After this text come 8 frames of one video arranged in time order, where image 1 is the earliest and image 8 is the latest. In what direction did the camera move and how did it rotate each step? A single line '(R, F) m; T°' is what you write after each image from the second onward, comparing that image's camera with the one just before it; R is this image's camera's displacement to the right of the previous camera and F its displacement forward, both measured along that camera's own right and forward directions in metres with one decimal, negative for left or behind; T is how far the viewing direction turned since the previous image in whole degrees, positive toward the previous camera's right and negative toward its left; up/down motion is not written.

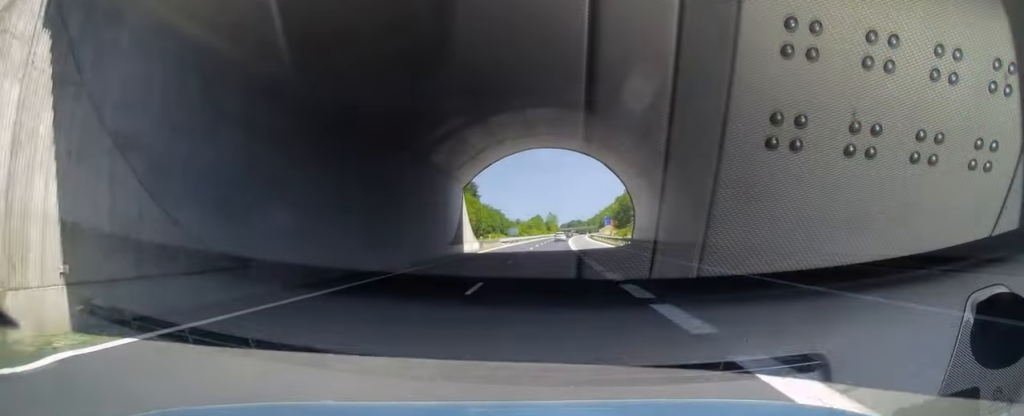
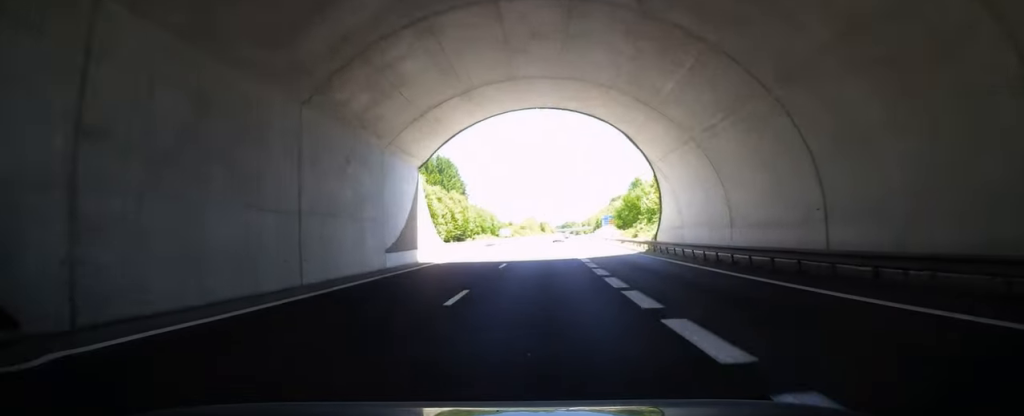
(-0.1, +14.8) m; +1°
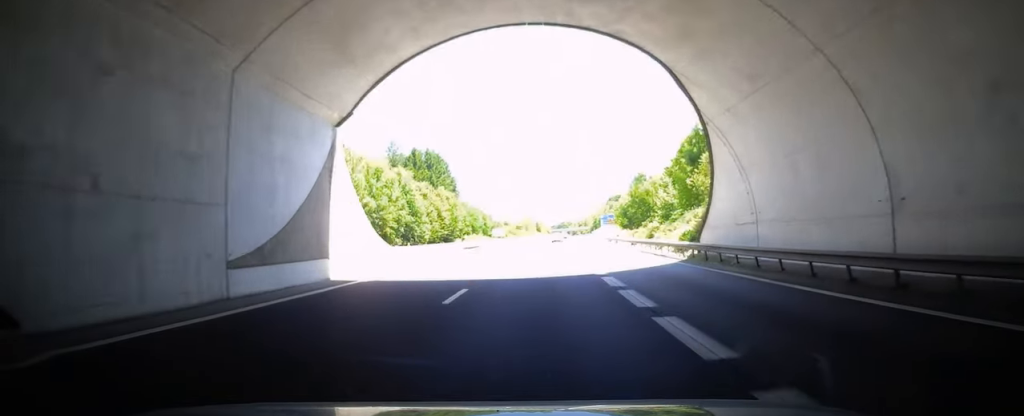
(+0.3, +12.8) m; 0°
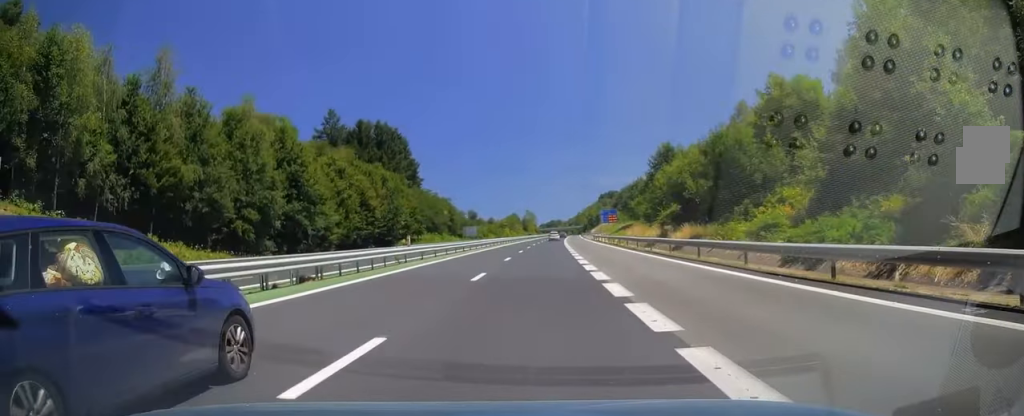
(+0.3, +46.0) m; +2°
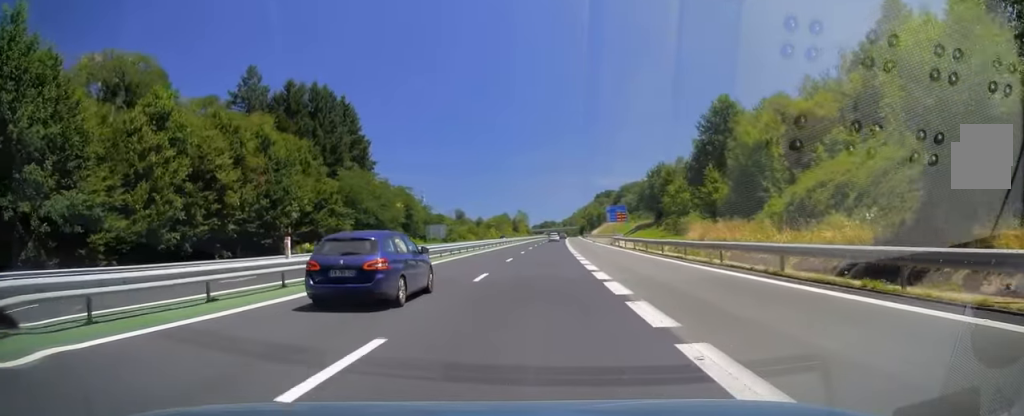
(+1.1, +38.9) m; +2°
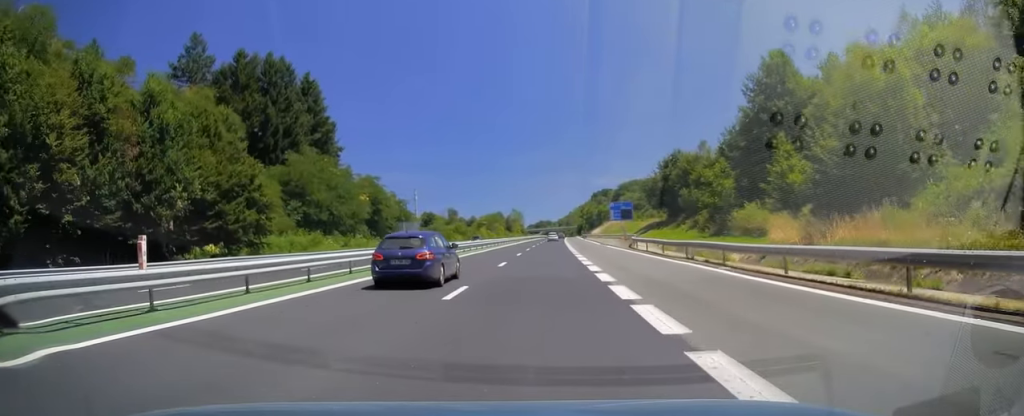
(0.0, +18.2) m; 0°
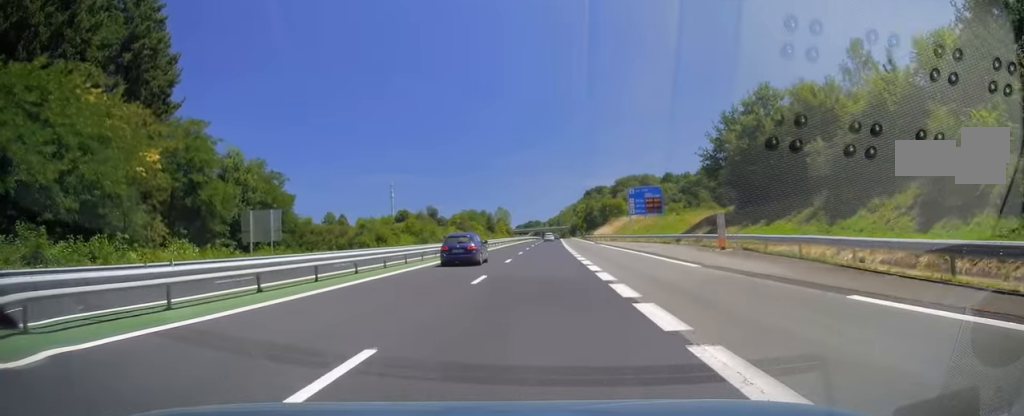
(+0.3, +47.5) m; +1°
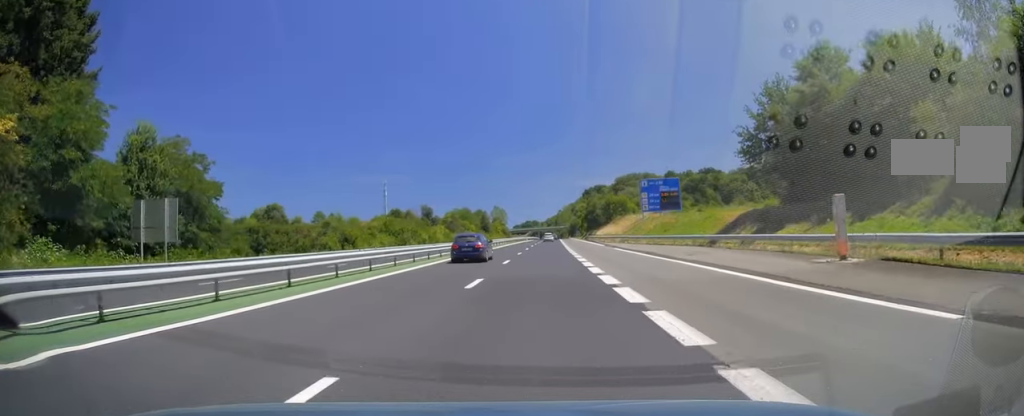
(+0.1, +14.1) m; 0°
